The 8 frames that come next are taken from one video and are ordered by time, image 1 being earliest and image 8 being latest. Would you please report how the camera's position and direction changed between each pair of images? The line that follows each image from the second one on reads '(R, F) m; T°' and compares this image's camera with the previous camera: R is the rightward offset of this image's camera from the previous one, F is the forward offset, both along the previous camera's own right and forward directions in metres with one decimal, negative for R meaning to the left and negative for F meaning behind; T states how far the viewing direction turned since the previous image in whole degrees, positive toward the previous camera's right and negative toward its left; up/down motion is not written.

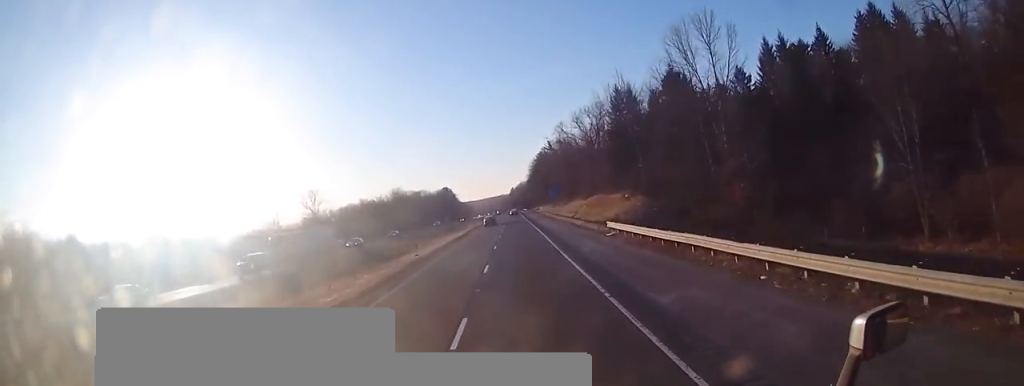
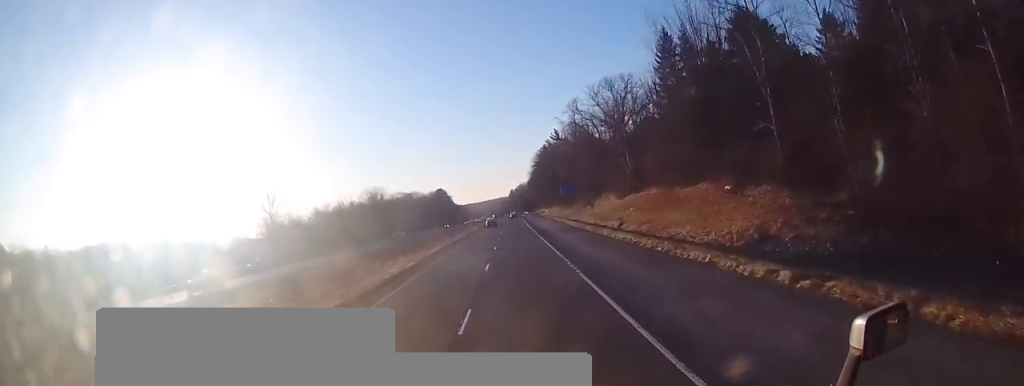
(-0.1, +36.5) m; 0°
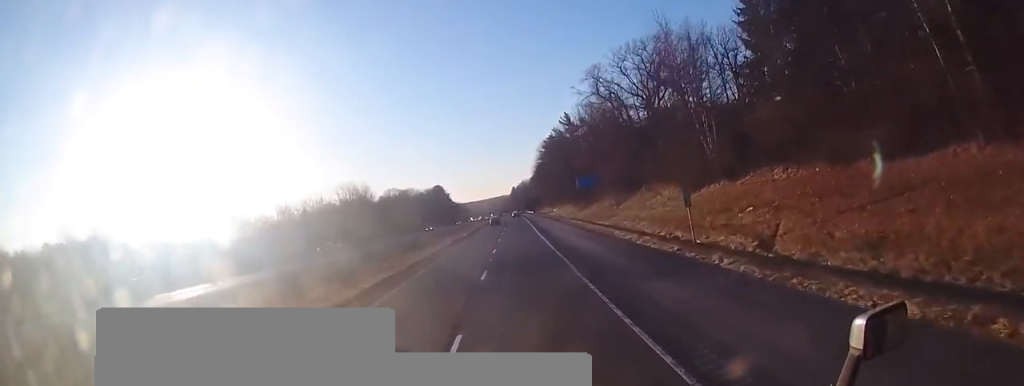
(+0.1, +27.9) m; 0°
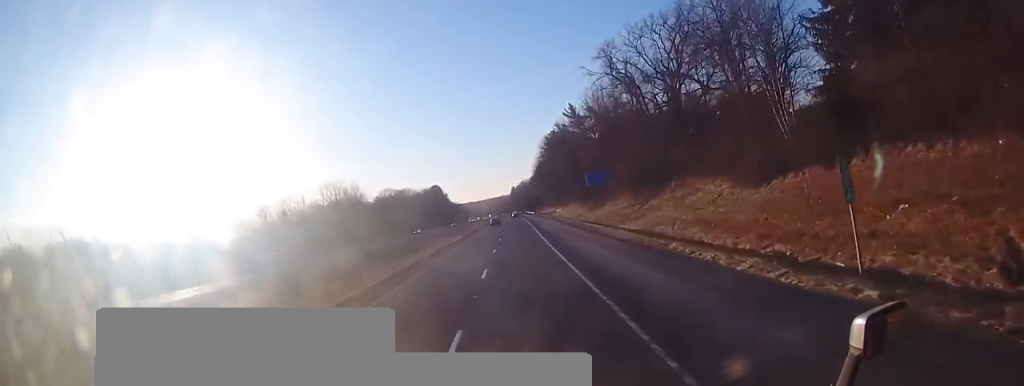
(0.0, +11.7) m; 0°
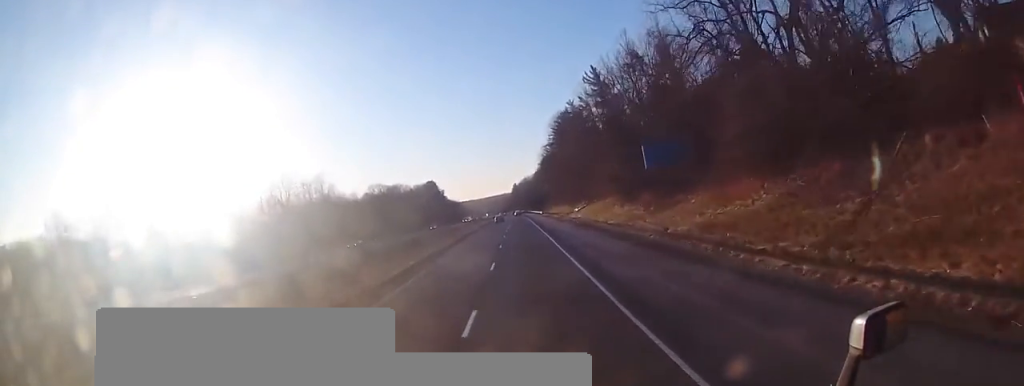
(-0.3, +35.1) m; -1°
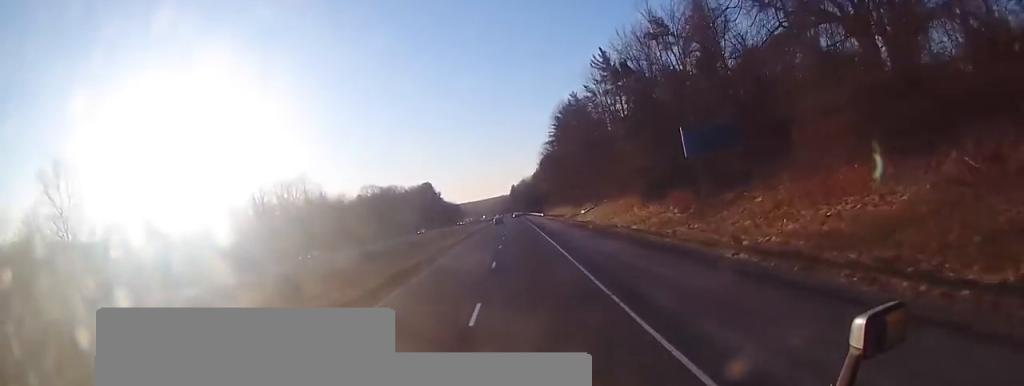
(-0.2, +11.3) m; 0°
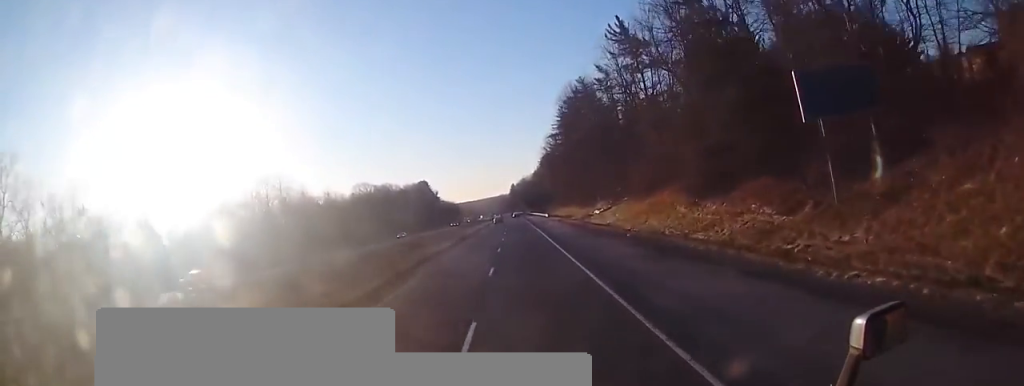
(+0.1, +15.1) m; 0°
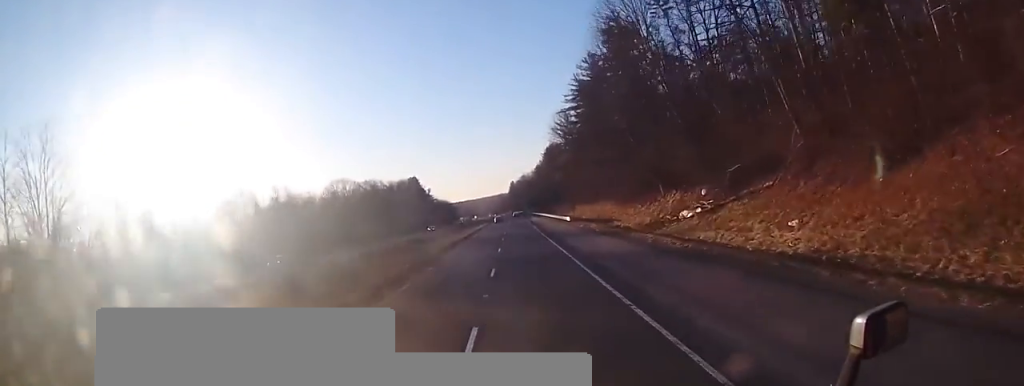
(+0.4, +37.7) m; 0°
